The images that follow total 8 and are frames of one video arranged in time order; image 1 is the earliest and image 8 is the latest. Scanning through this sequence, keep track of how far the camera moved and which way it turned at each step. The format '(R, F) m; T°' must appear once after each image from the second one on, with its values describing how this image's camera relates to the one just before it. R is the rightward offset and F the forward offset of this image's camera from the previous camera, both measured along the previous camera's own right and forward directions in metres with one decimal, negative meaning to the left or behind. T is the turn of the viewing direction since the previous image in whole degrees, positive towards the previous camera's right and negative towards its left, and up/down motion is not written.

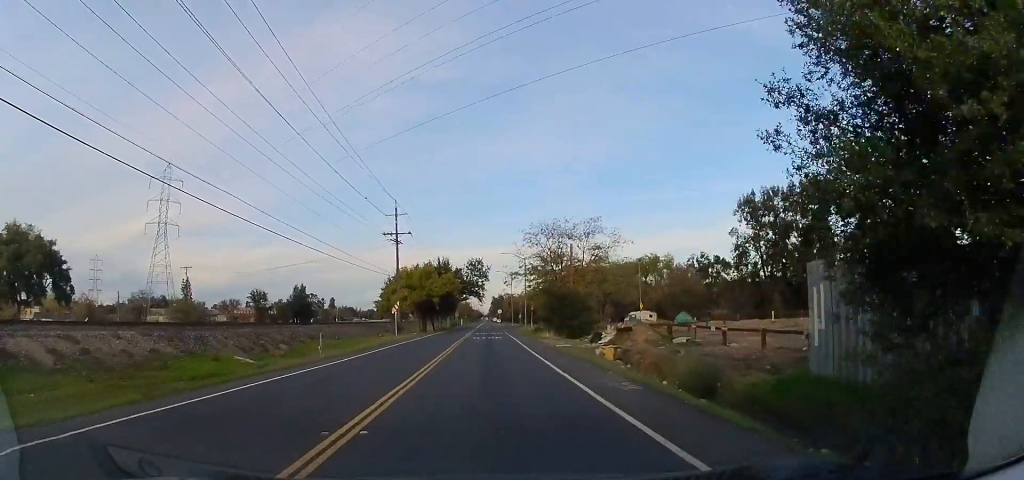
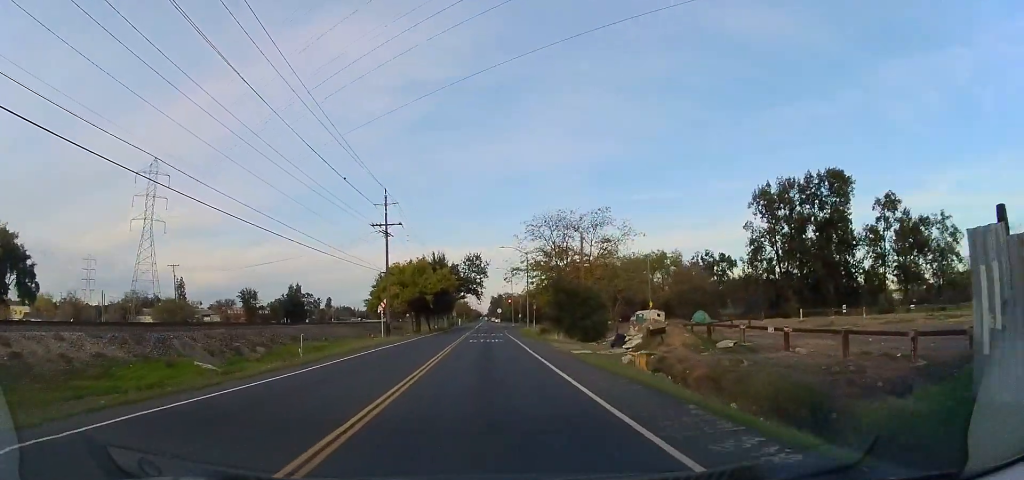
(0.0, +5.5) m; -2°
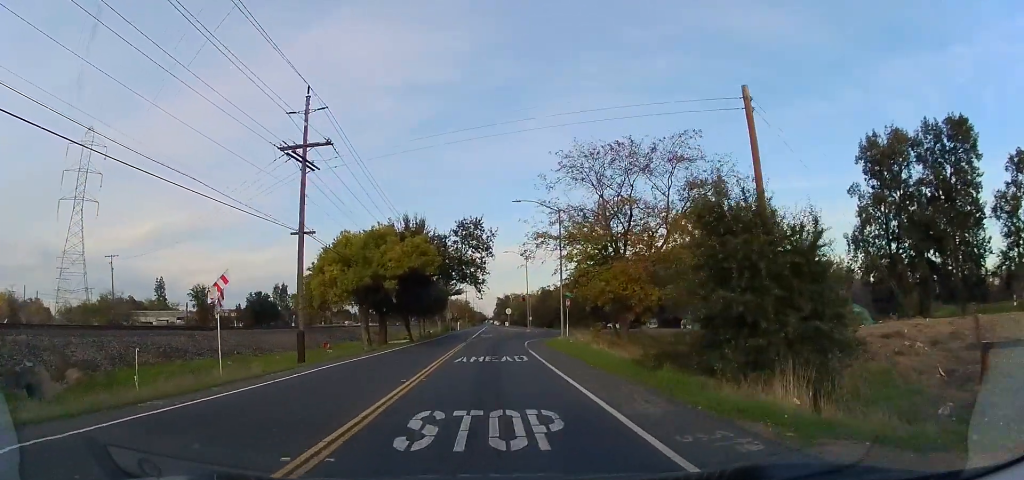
(-0.8, +25.3) m; -2°
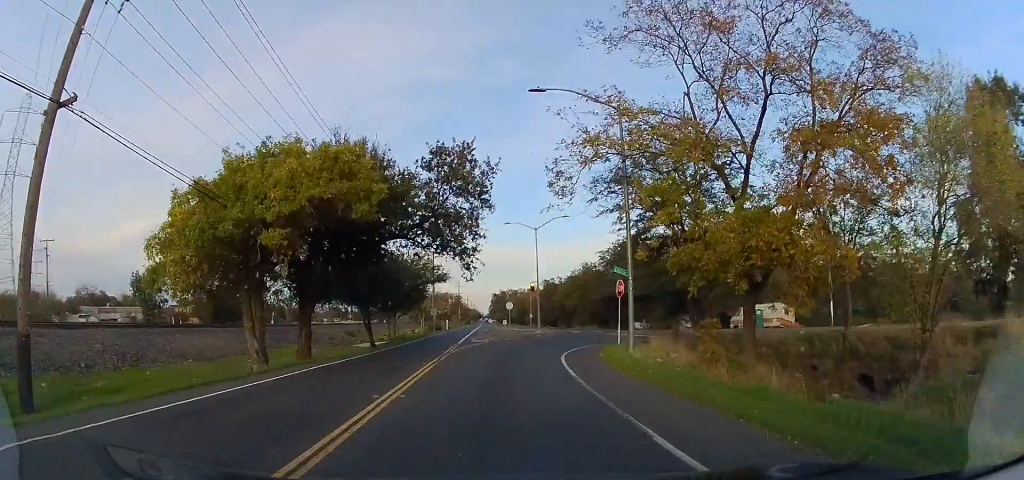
(+0.4, +17.2) m; +2°
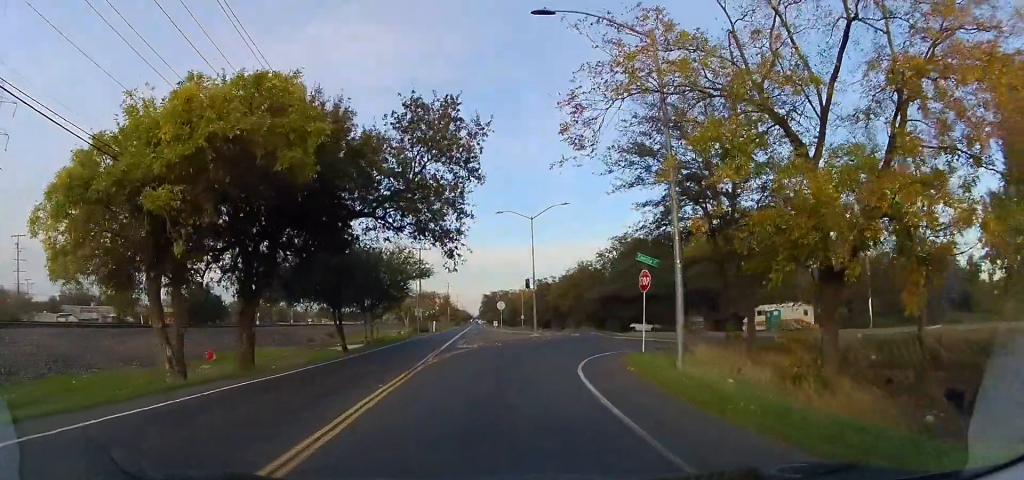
(+0.1, +5.2) m; 0°
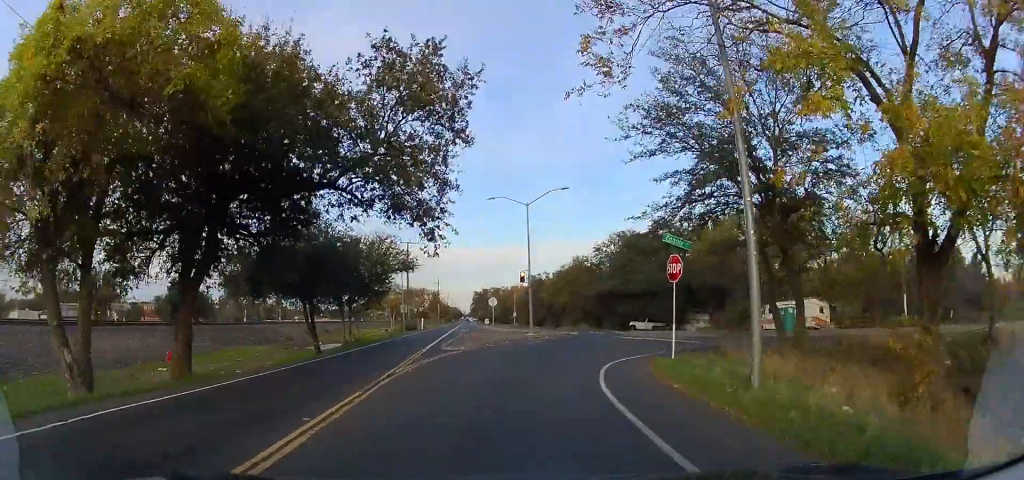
(-0.1, +4.1) m; 0°
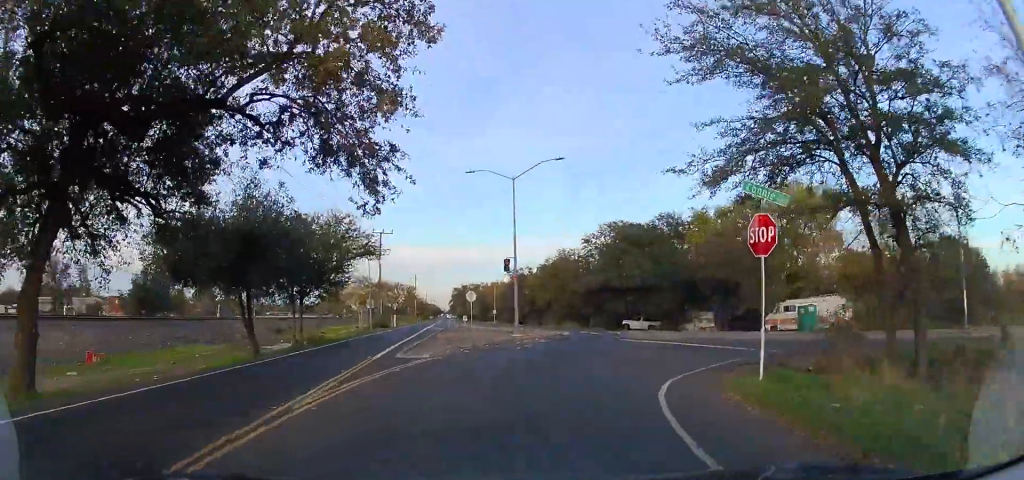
(0.0, +6.4) m; +2°
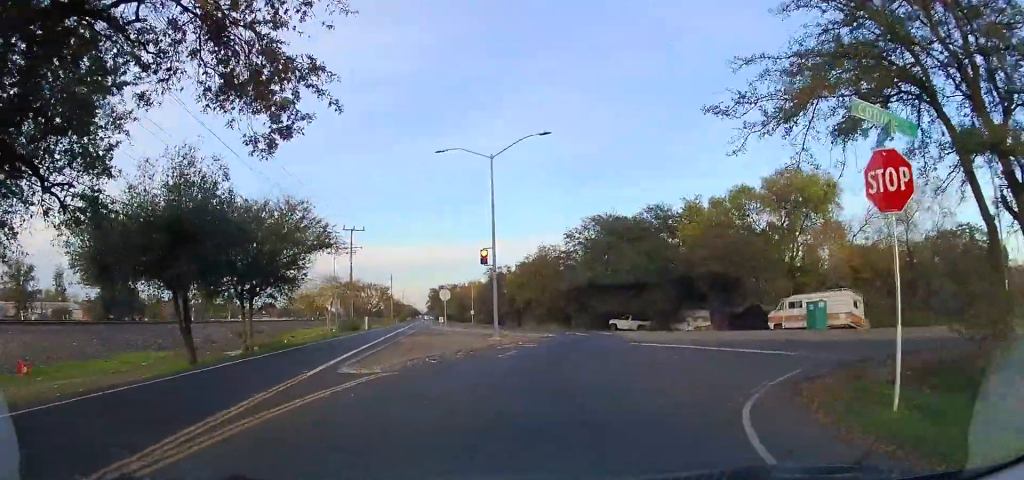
(0.0, +4.5) m; +4°
